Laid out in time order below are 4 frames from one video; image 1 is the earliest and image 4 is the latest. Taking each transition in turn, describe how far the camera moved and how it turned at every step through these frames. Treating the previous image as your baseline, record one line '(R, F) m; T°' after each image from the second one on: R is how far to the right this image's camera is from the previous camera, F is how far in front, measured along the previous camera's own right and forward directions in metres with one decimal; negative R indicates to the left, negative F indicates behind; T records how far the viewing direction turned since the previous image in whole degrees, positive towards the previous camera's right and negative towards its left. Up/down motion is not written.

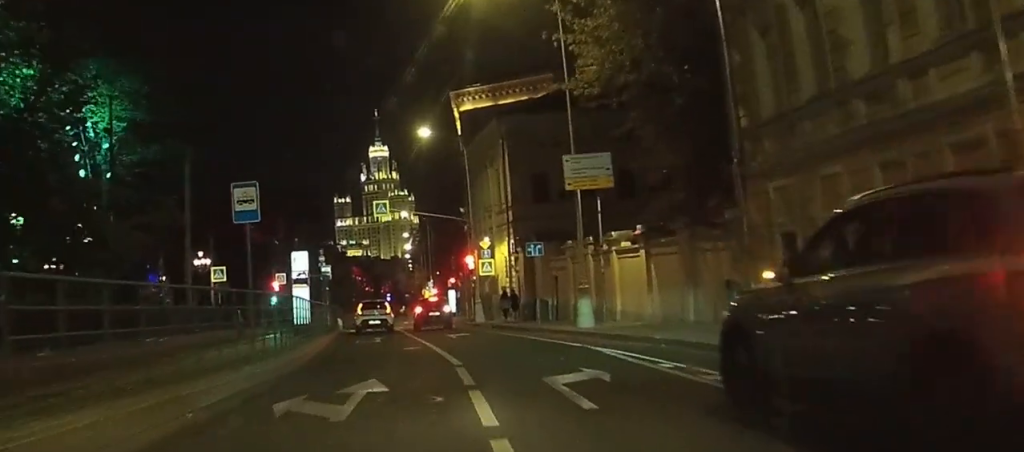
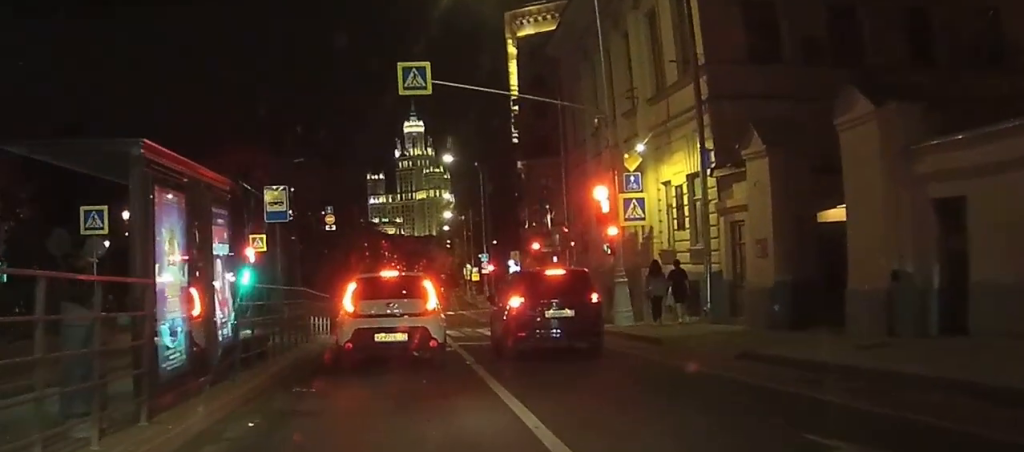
(+1.6, +31.8) m; +2°
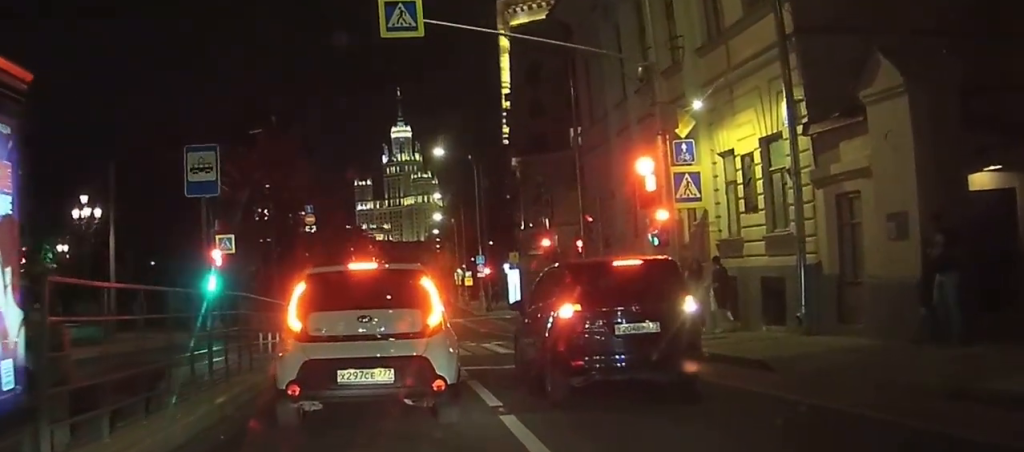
(-0.6, +8.4) m; -4°
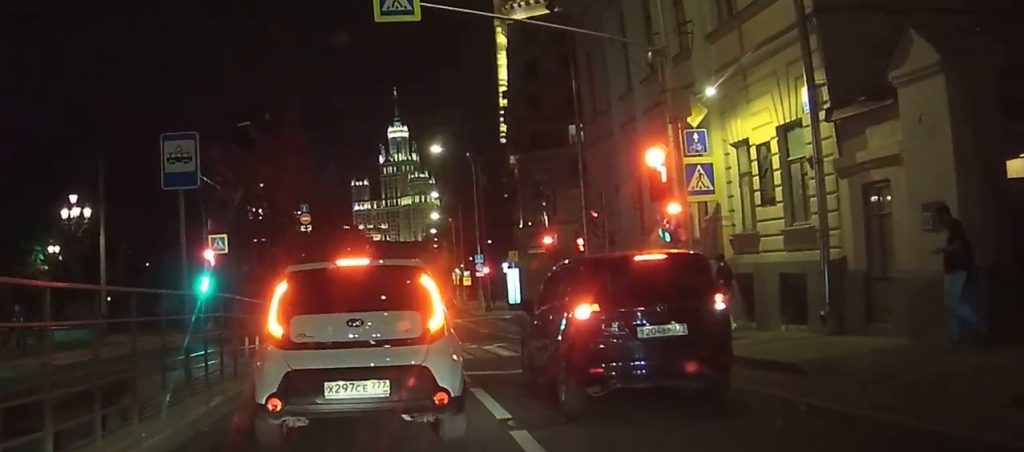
(0.0, +1.6) m; +1°
